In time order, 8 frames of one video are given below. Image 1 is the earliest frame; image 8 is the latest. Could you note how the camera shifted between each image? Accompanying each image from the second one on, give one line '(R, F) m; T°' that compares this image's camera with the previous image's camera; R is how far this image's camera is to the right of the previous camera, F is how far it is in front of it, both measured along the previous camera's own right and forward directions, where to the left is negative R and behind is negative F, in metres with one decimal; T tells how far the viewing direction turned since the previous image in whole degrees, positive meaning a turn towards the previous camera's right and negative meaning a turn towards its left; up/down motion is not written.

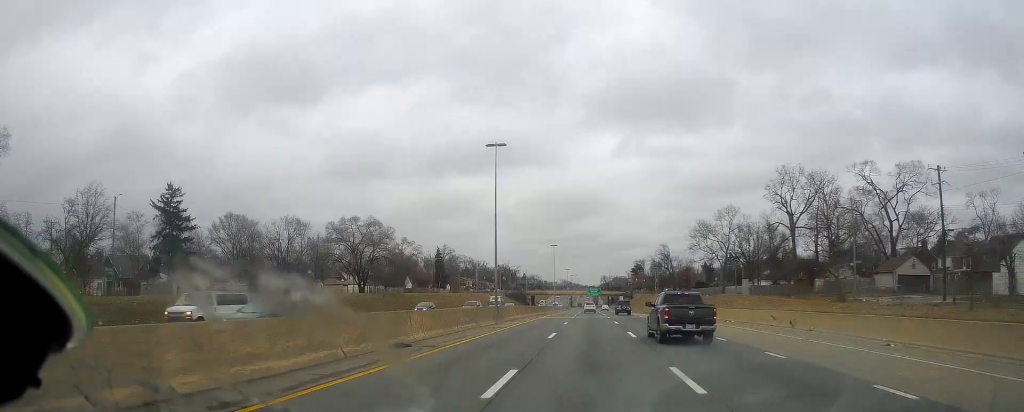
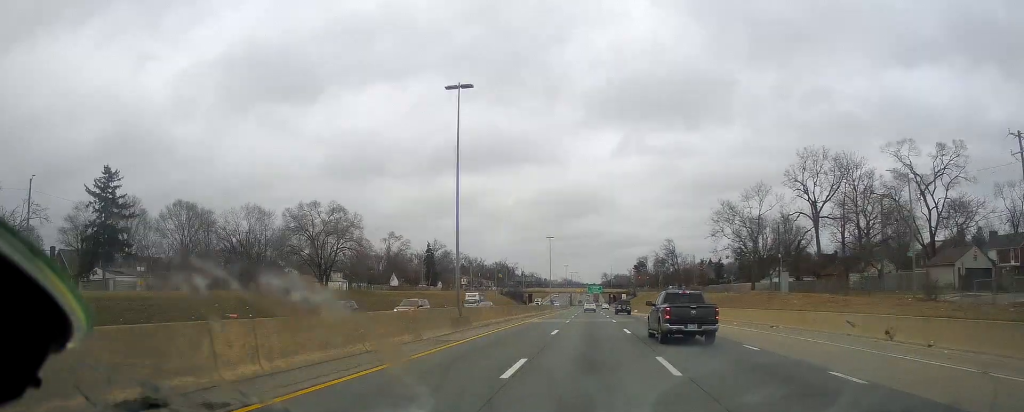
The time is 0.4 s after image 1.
(+0.2, +13.0) m; 0°
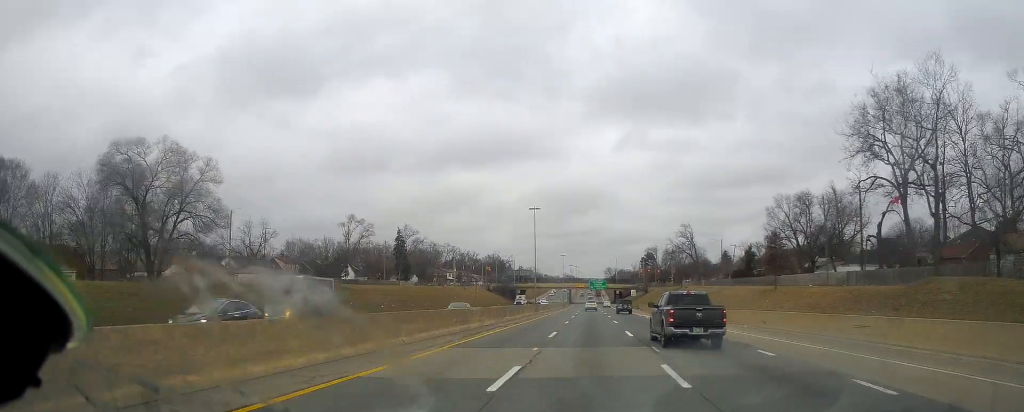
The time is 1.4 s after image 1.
(-0.1, +32.5) m; 0°
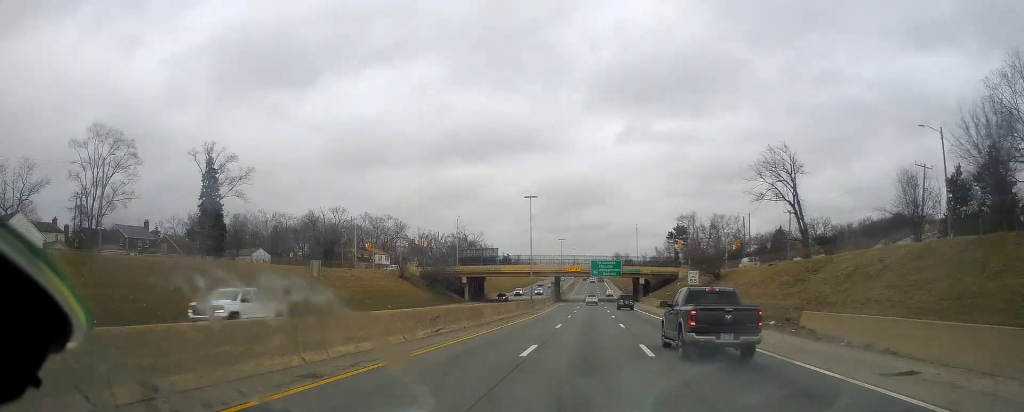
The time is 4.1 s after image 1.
(-1.0, +86.5) m; -1°
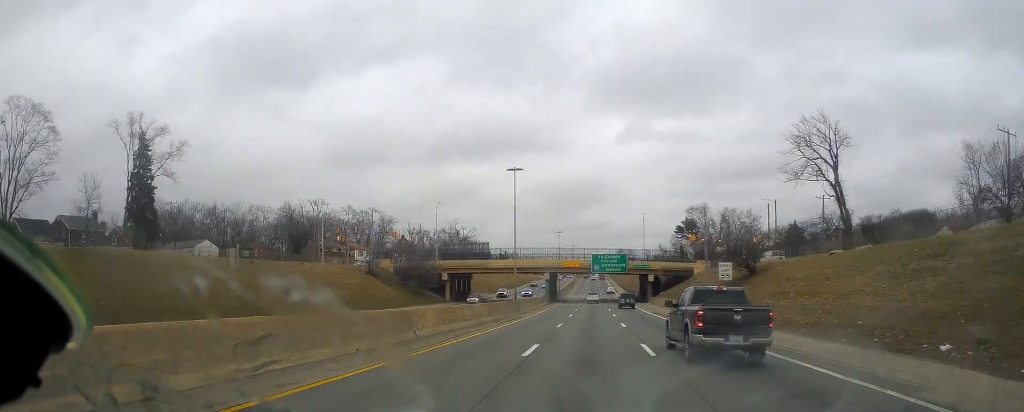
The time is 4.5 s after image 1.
(+0.1, +15.2) m; +1°
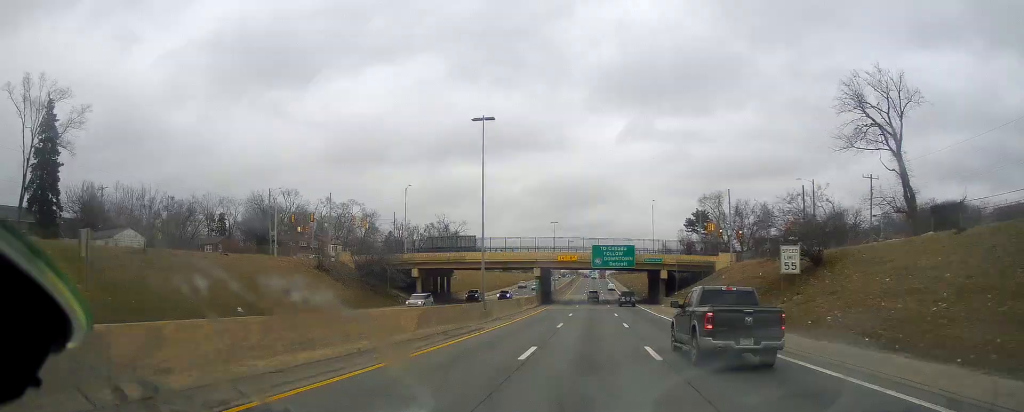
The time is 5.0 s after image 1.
(+0.1, +16.3) m; 0°
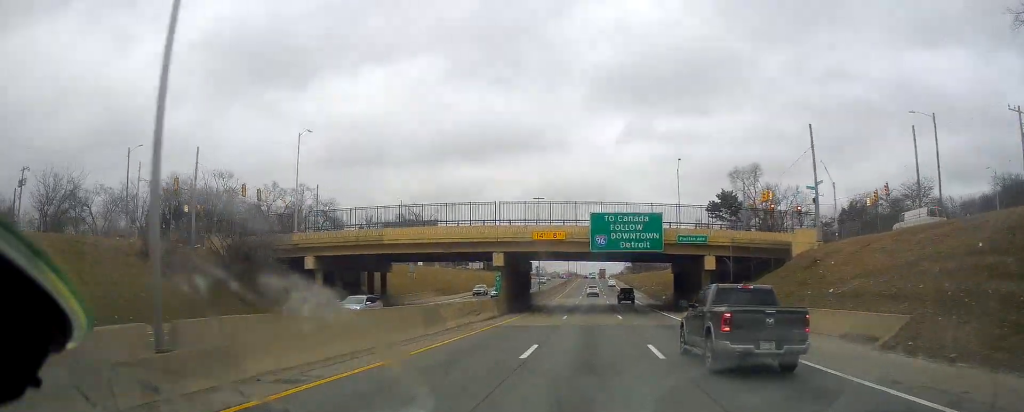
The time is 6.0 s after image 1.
(+0.2, +30.5) m; 0°
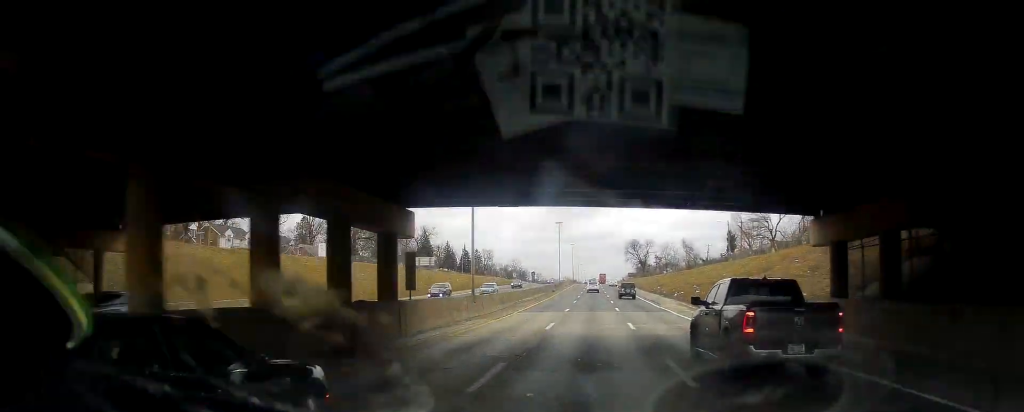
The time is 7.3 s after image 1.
(-0.4, +43.8) m; 0°
